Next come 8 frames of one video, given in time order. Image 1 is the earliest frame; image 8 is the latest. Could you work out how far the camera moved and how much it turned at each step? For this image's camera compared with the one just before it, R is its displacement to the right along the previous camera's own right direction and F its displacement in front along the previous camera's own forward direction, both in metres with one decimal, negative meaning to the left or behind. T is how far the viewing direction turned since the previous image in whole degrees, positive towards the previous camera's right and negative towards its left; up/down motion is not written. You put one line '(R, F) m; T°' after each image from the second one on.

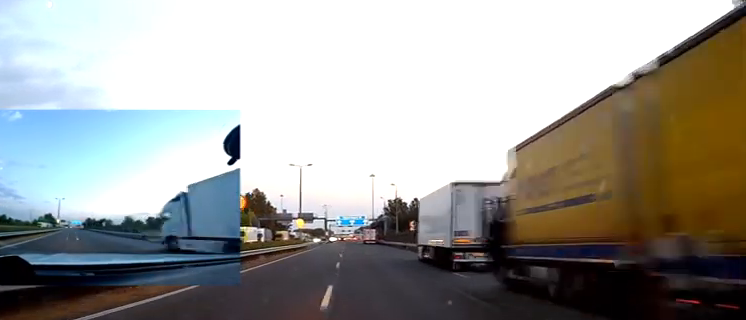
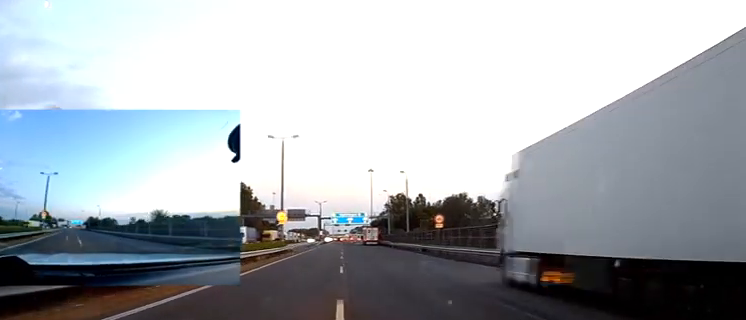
(0.0, +22.7) m; 0°
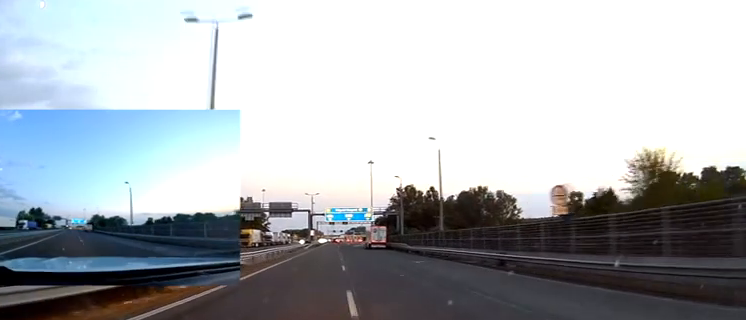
(+0.2, +32.5) m; 0°
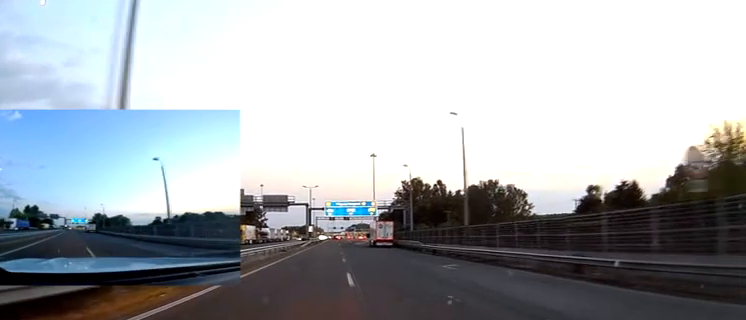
(+0.1, +11.2) m; 0°
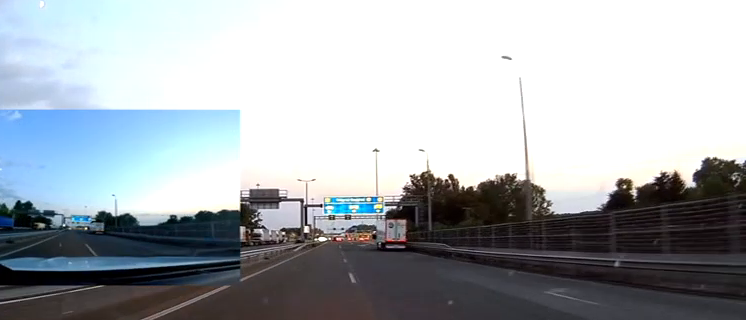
(0.0, +16.5) m; 0°
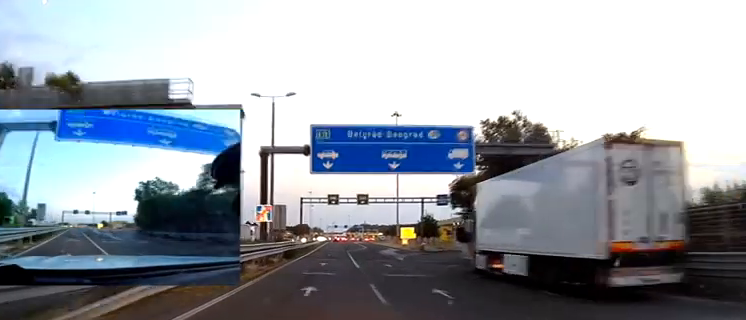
(+0.1, +61.2) m; 0°
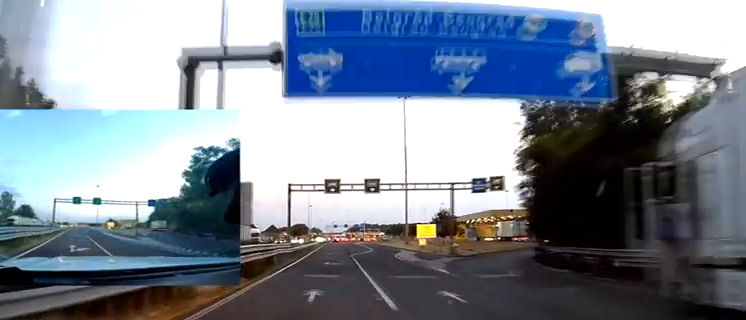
(0.0, +19.0) m; 0°
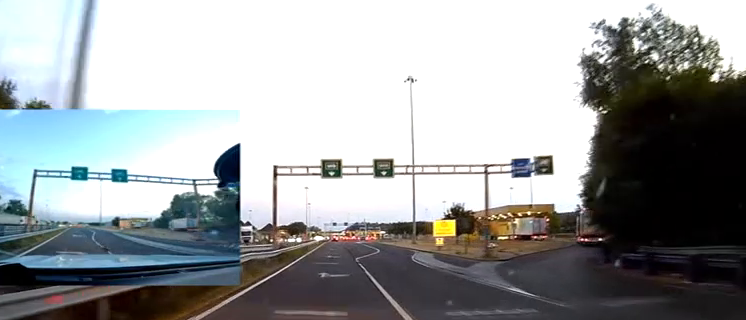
(0.0, +12.9) m; 0°
